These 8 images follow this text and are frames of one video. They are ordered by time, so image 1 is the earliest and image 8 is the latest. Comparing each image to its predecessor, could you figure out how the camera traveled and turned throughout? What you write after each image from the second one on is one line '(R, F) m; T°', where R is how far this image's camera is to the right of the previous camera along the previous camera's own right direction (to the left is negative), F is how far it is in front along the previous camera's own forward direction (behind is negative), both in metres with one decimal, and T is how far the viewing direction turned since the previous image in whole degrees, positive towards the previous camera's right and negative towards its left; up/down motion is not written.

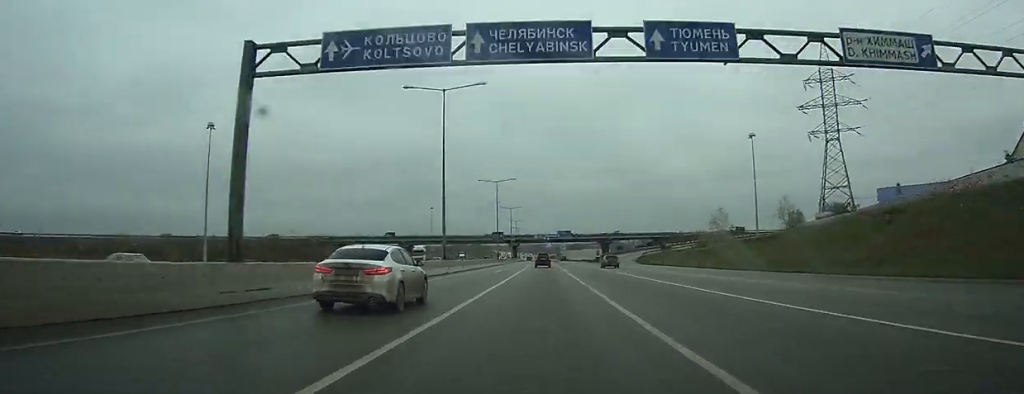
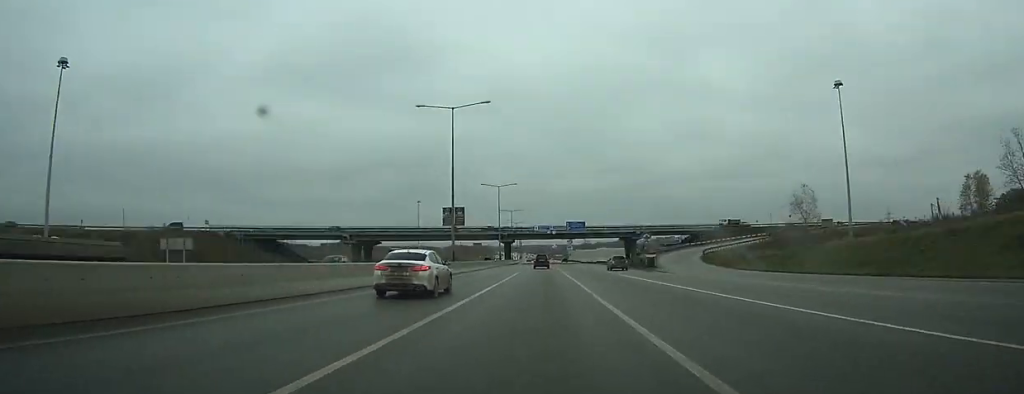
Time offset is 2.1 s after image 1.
(+0.3, +57.0) m; 0°
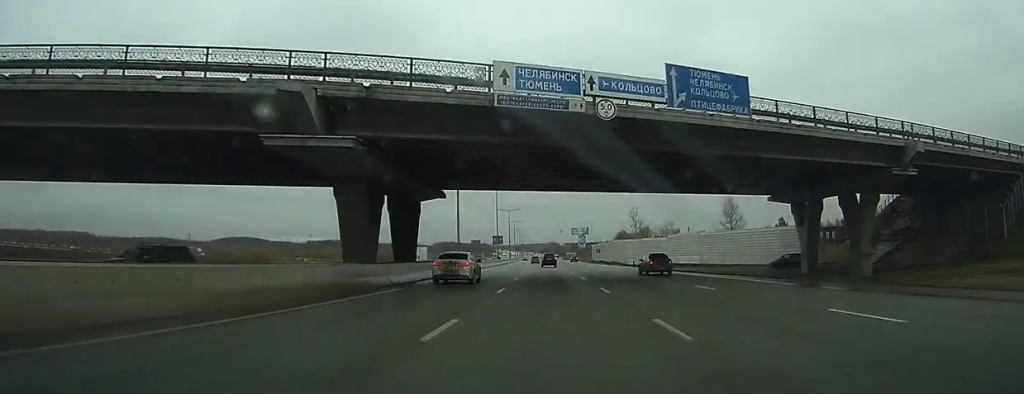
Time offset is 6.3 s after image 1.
(-2.2, +115.4) m; -2°
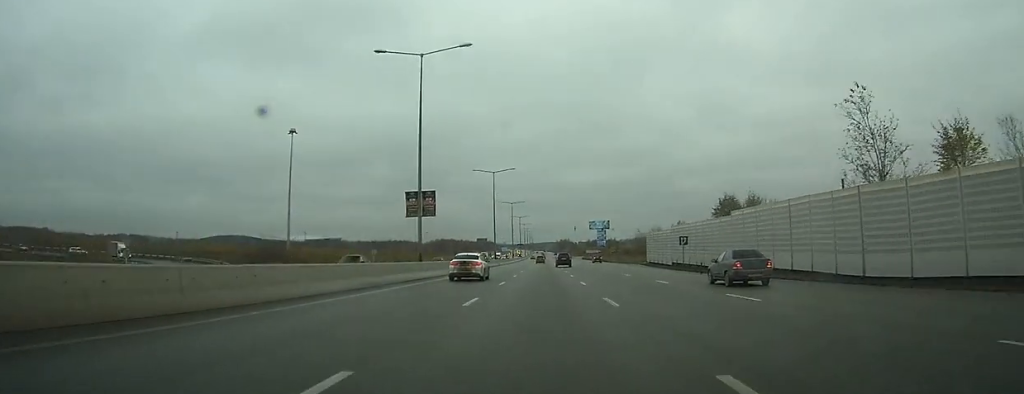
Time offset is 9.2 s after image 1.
(-1.5, +77.7) m; -1°
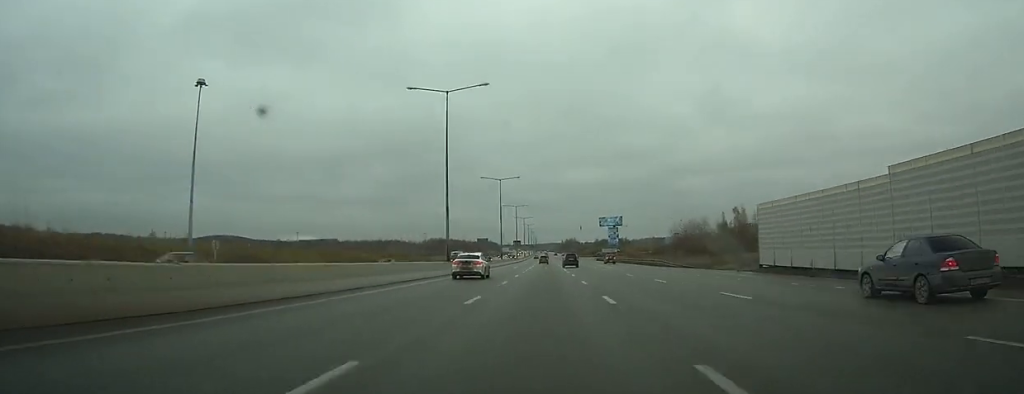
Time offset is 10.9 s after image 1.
(0.0, +47.3) m; 0°
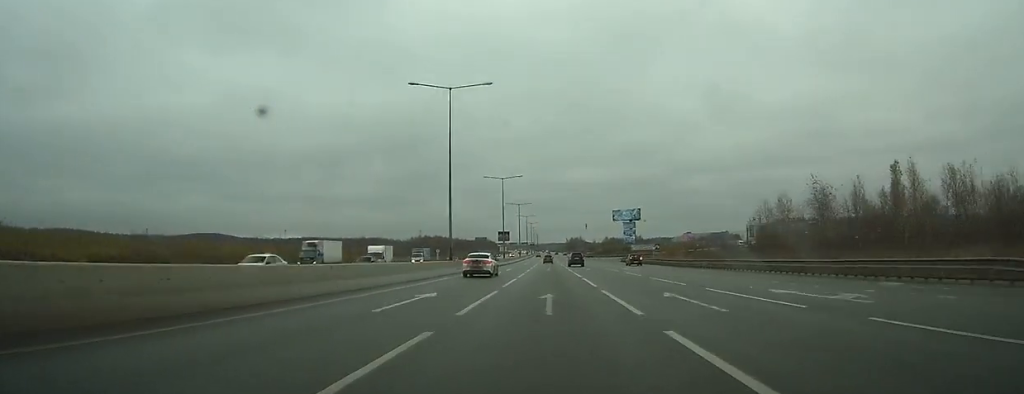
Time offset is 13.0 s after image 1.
(-0.3, +56.7) m; 0°
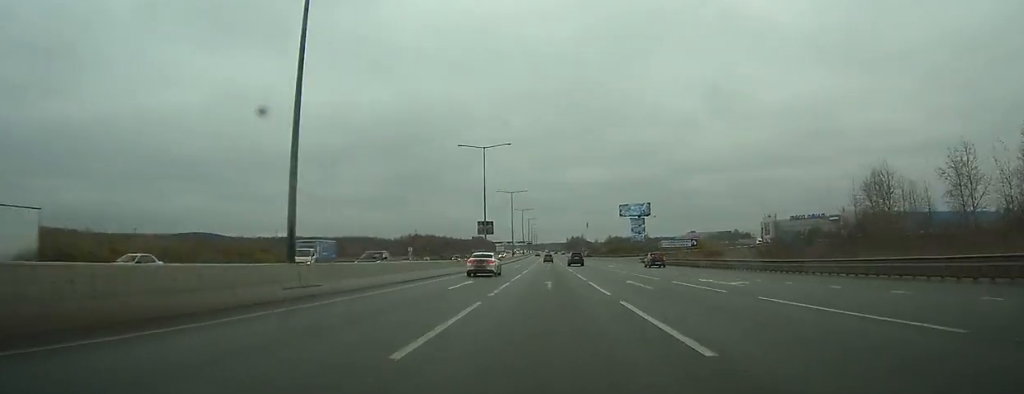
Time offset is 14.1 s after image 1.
(0.0, +29.4) m; 0°
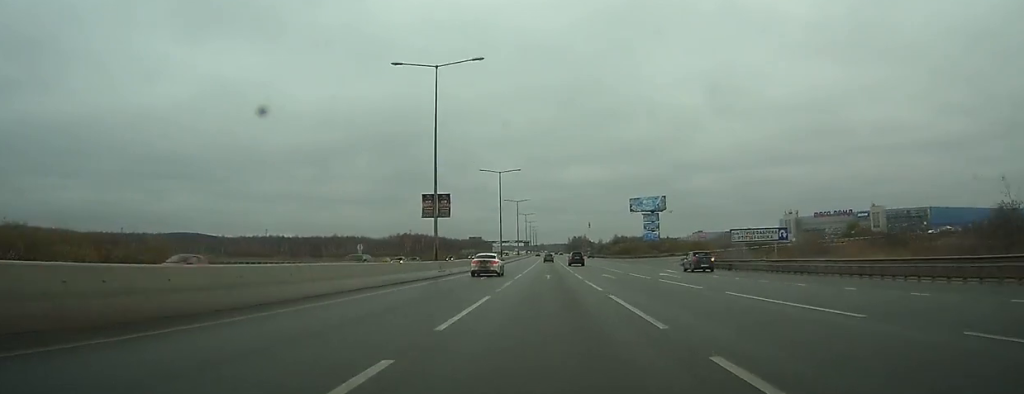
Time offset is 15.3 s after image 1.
(0.0, +33.0) m; 0°
